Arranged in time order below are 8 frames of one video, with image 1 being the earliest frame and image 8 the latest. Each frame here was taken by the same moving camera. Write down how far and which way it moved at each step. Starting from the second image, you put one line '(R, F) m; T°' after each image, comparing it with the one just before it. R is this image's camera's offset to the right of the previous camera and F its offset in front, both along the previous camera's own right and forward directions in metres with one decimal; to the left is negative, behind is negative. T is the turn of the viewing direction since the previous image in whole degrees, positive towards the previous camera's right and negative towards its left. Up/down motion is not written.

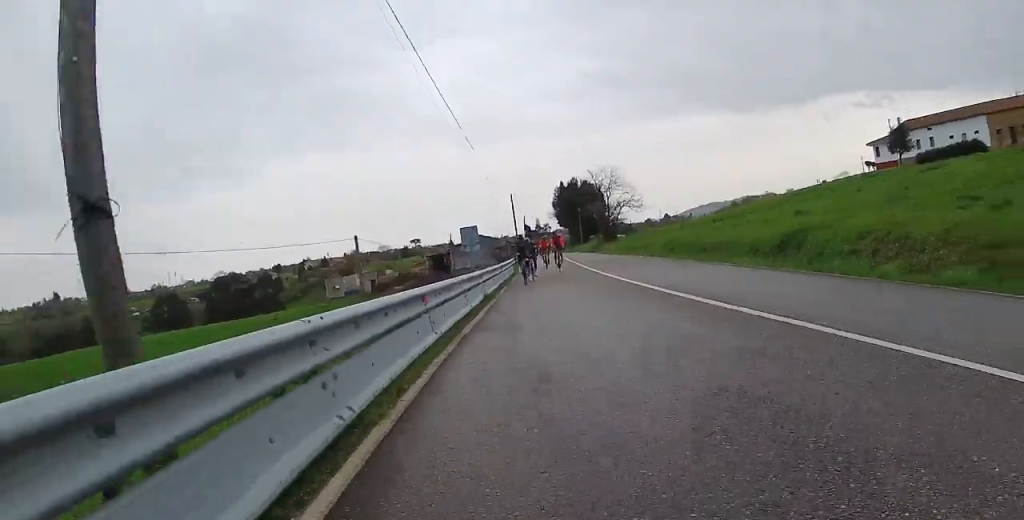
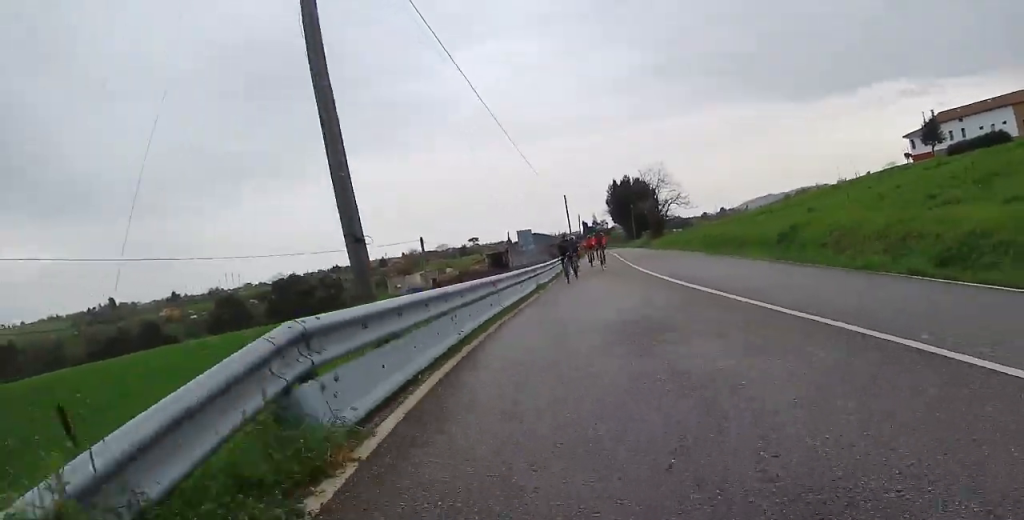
(+0.1, +4.1) m; -1°
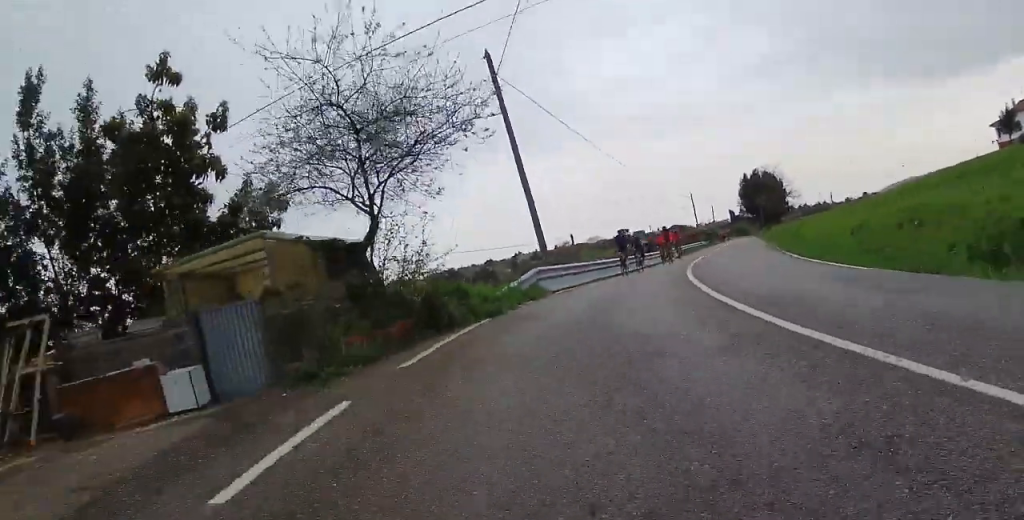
(-2.3, +10.9) m; -27°
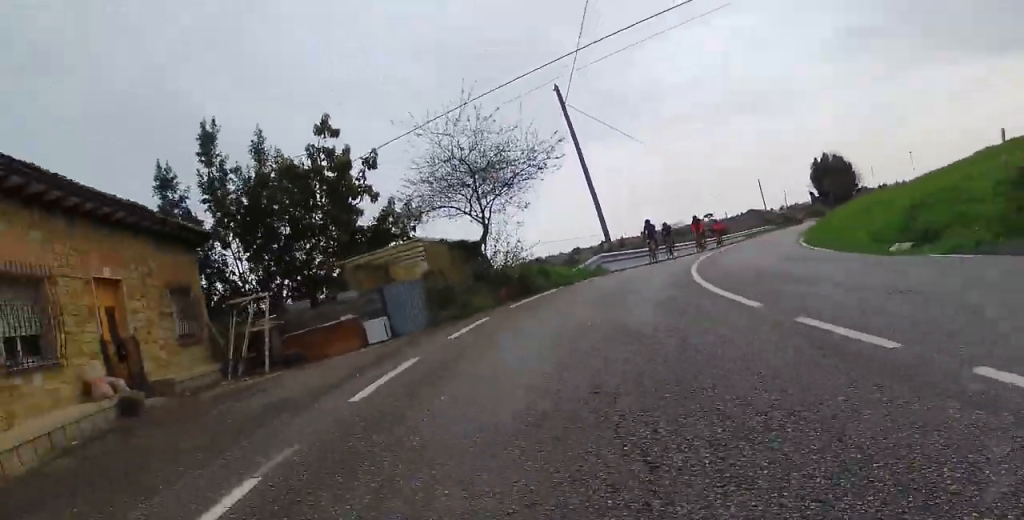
(-0.9, +5.1) m; -11°
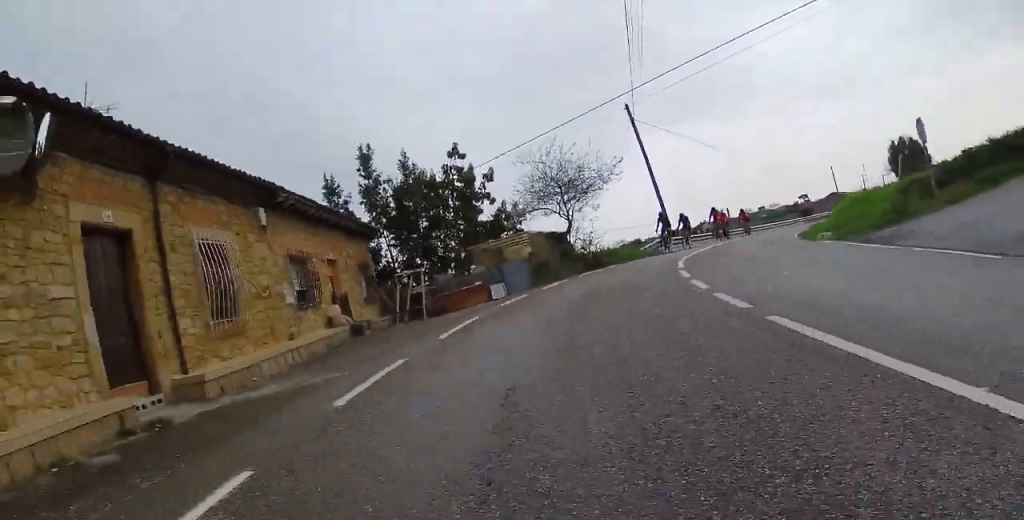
(0.0, +6.8) m; -9°
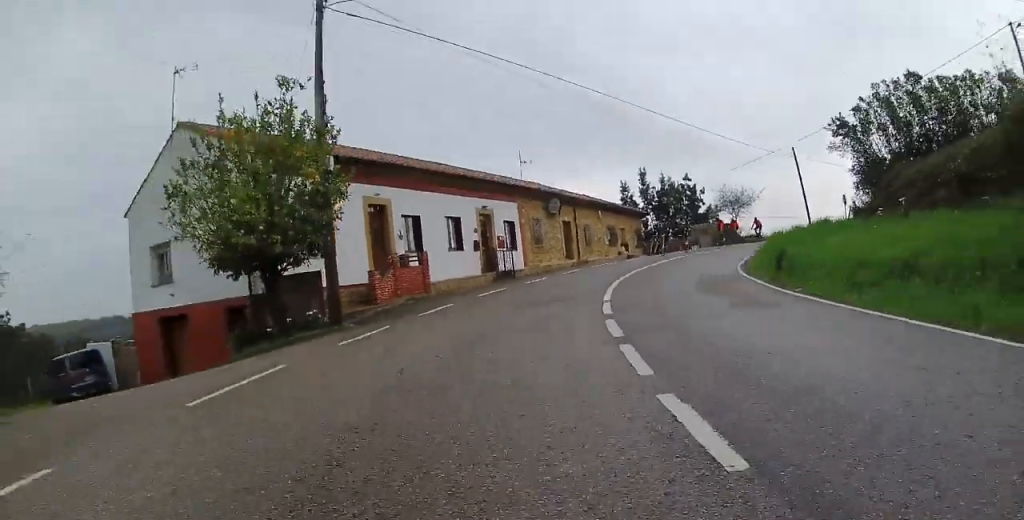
(-5.0, +21.7) m; -15°
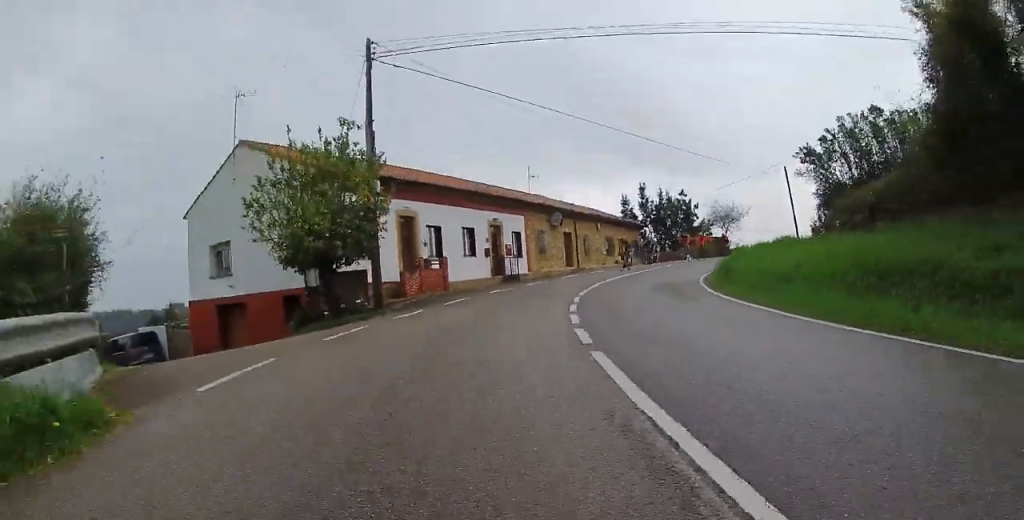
(0.0, +3.7) m; 0°
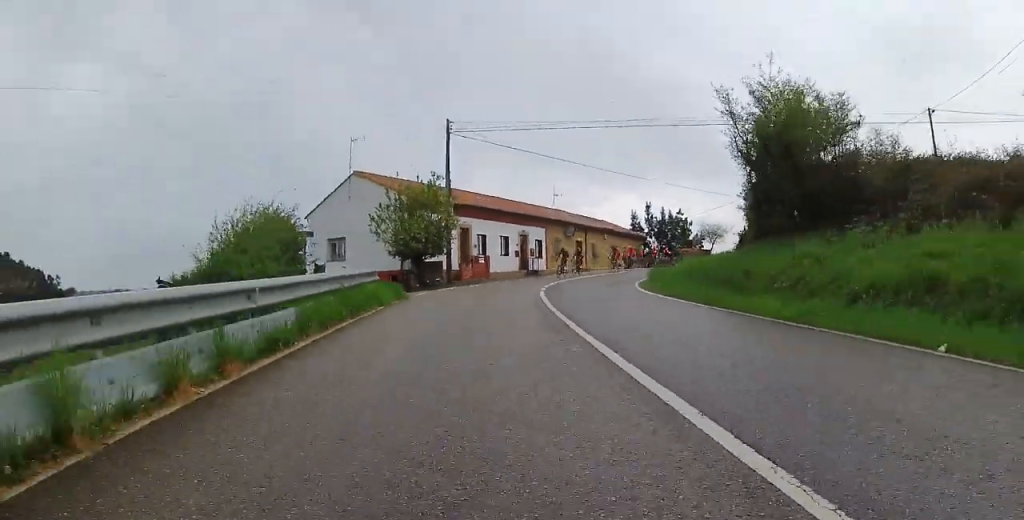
(-0.1, +11.2) m; -5°
